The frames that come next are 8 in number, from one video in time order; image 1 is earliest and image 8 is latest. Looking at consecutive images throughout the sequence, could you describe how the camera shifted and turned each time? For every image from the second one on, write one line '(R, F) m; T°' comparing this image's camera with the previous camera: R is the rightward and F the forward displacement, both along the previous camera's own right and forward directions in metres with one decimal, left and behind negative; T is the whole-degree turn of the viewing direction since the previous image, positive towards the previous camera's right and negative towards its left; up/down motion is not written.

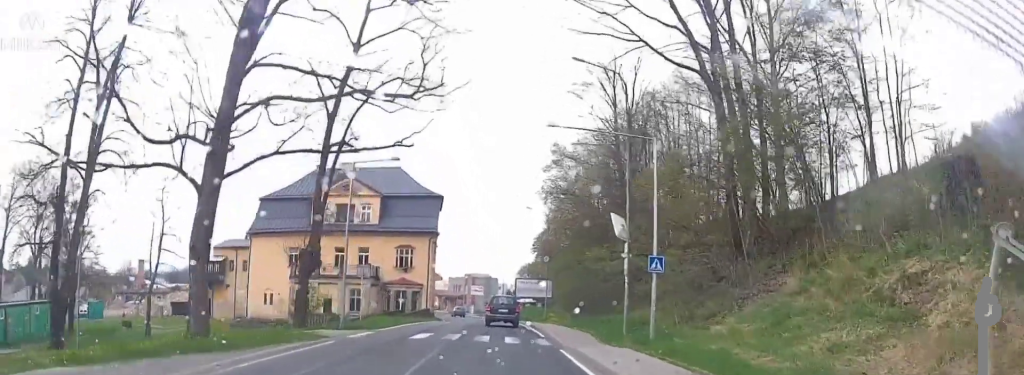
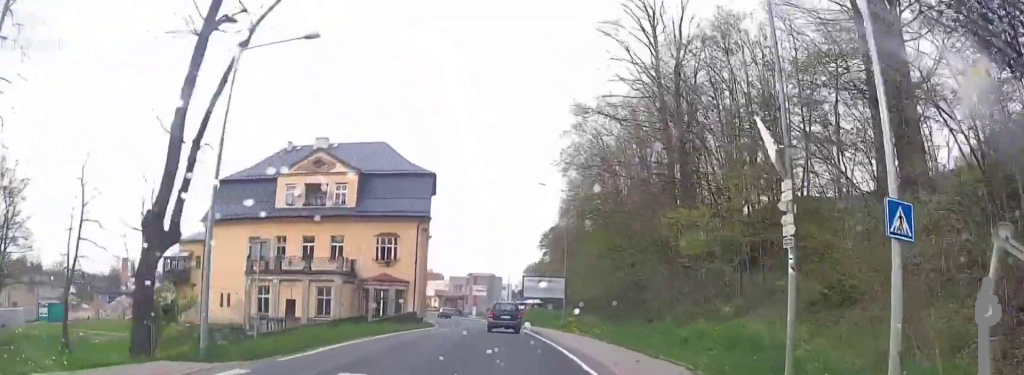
(-0.1, +11.8) m; 0°
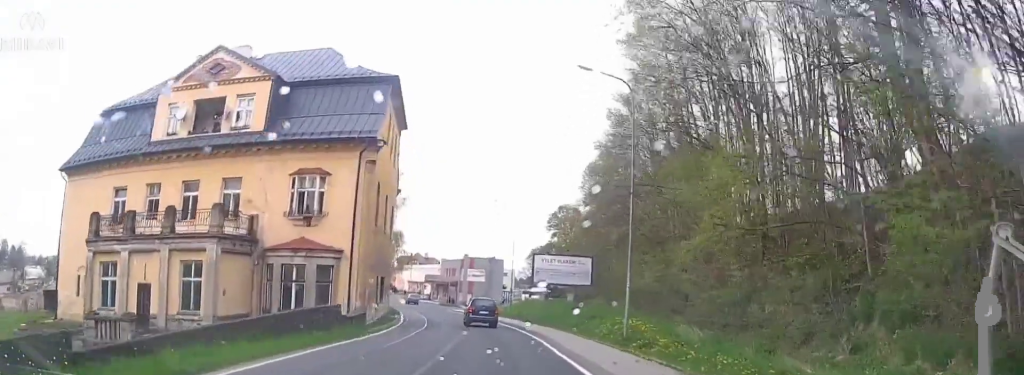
(+0.2, +20.9) m; +1°
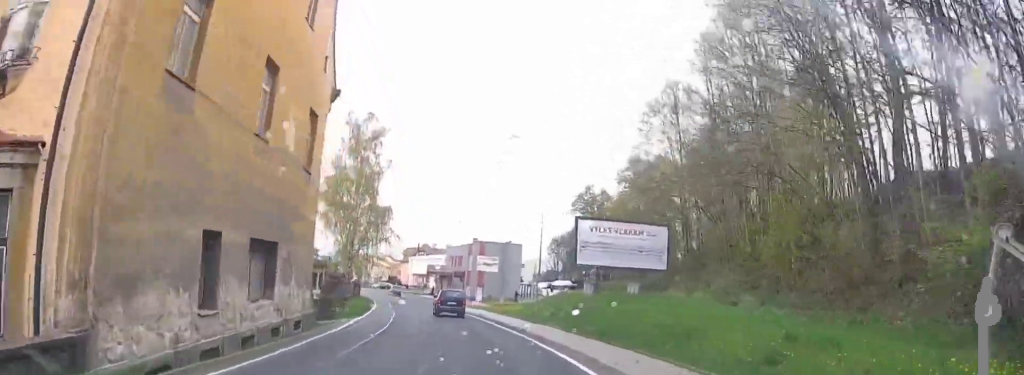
(-0.2, +20.0) m; -1°
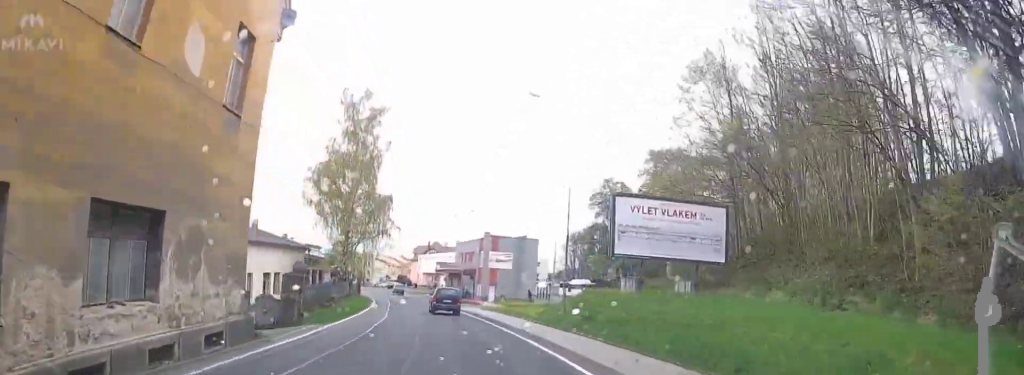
(0.0, +7.0) m; -1°
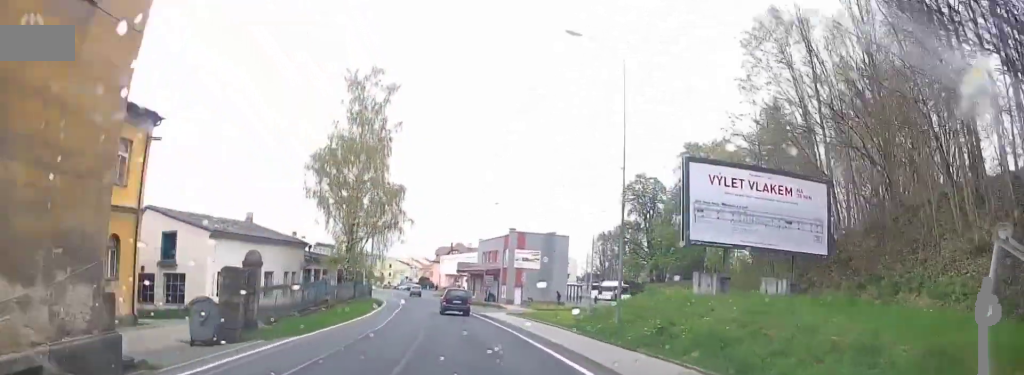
(-0.1, +7.5) m; -1°
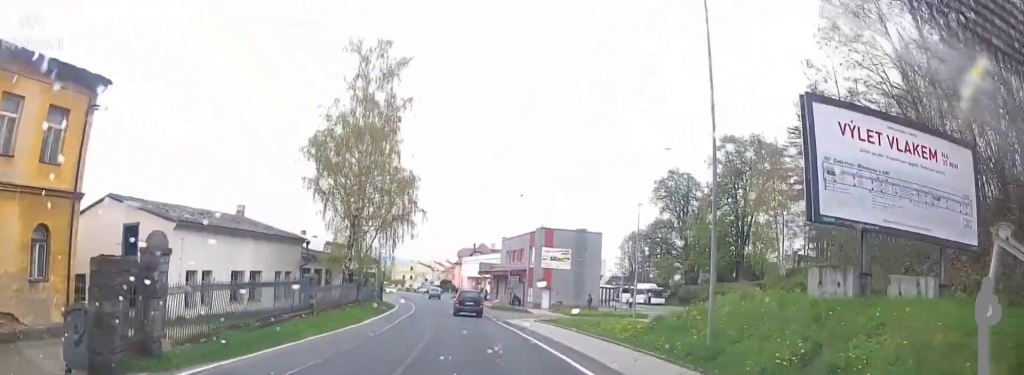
(0.0, +6.3) m; -1°
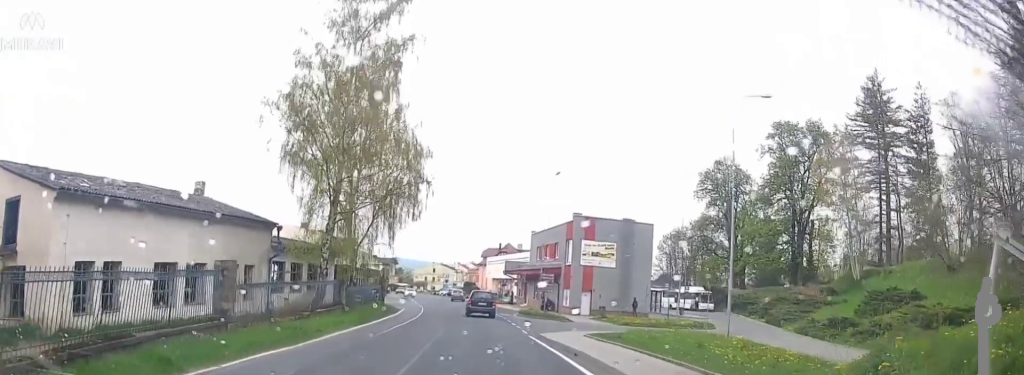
(0.0, +11.2) m; -1°
